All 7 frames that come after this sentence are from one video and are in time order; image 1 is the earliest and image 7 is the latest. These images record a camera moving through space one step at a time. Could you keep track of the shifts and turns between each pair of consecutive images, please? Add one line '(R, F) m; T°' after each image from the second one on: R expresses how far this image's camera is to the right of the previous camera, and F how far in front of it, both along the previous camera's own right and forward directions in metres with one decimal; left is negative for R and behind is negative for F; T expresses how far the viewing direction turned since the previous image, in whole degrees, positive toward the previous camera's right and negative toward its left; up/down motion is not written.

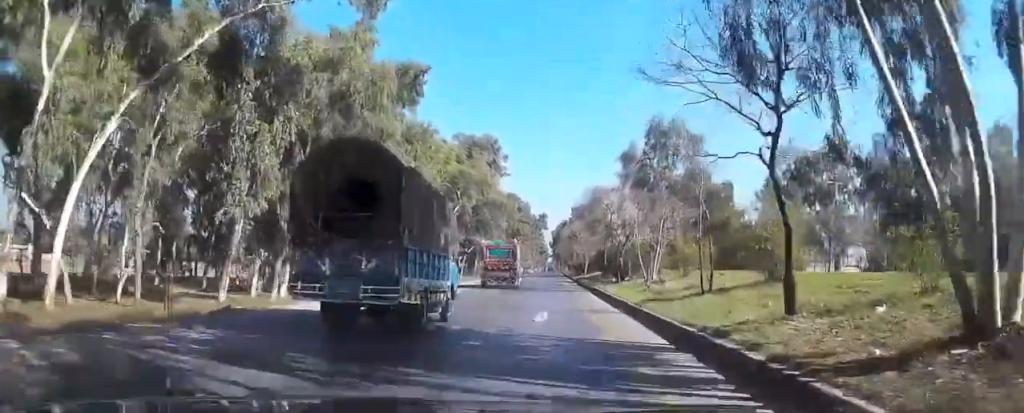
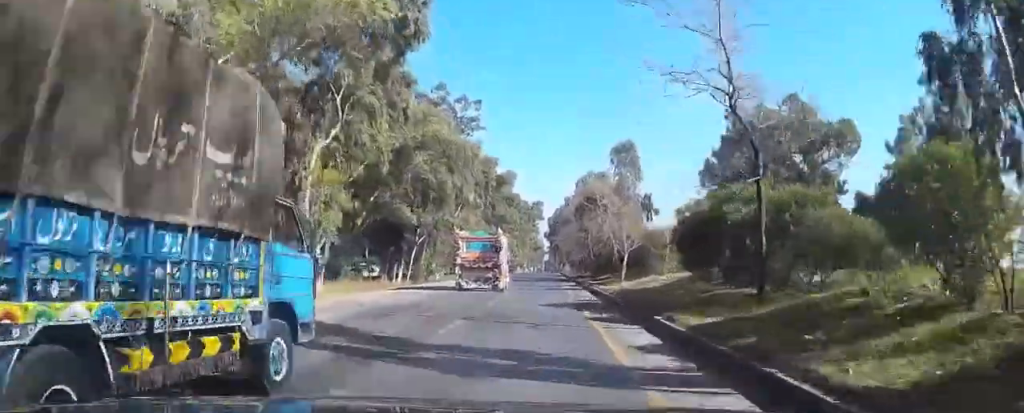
(+0.3, +44.0) m; 0°
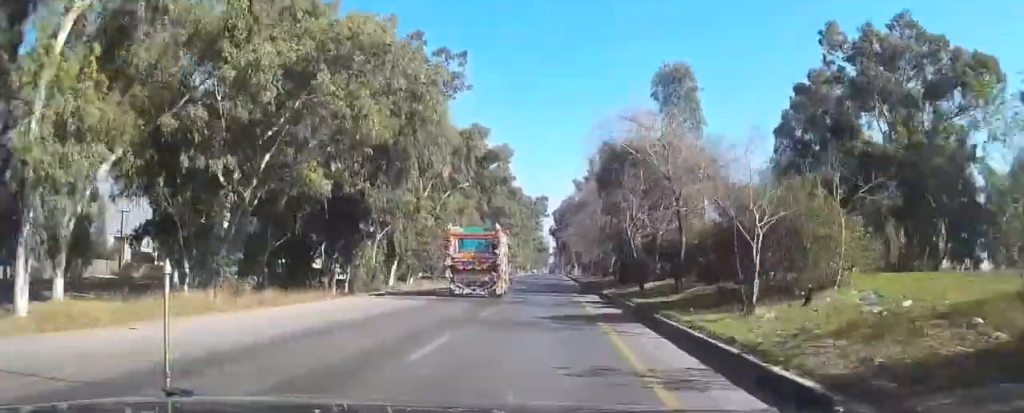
(0.0, +21.0) m; 0°
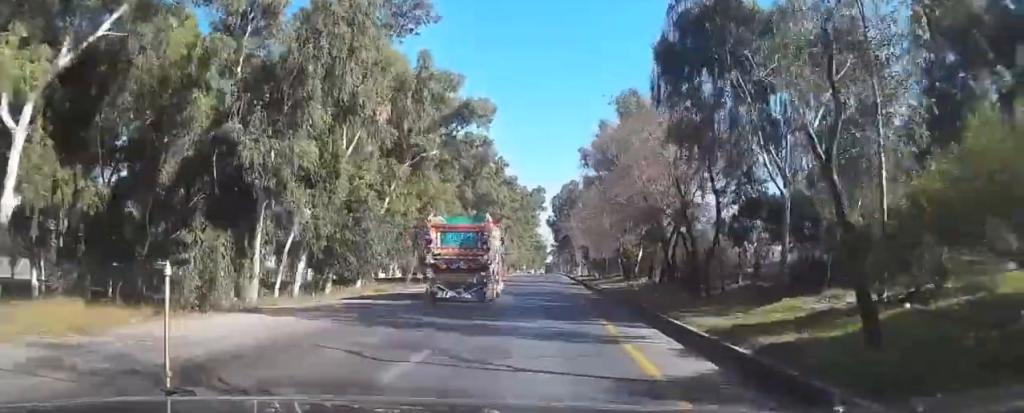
(+0.1, +19.9) m; 0°
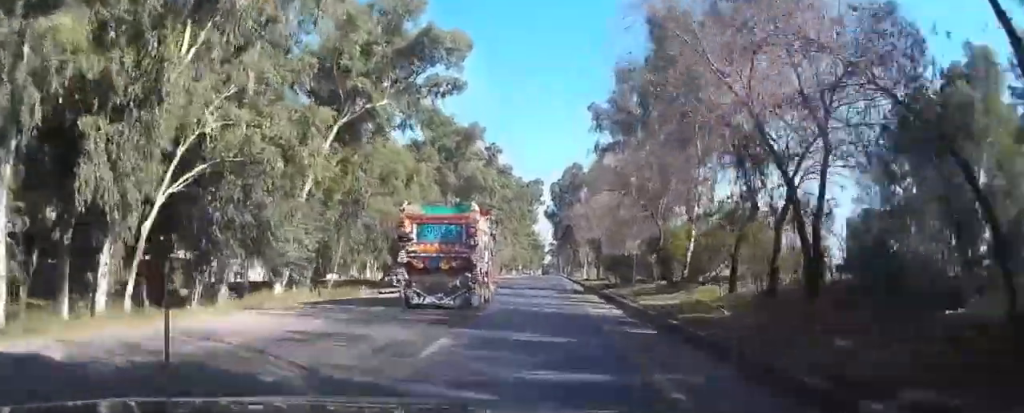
(0.0, +16.3) m; 0°
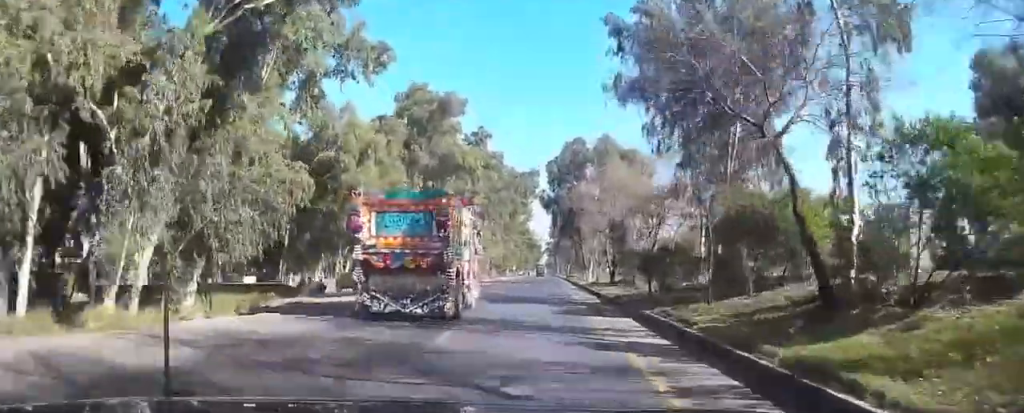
(-0.1, +15.8) m; 0°
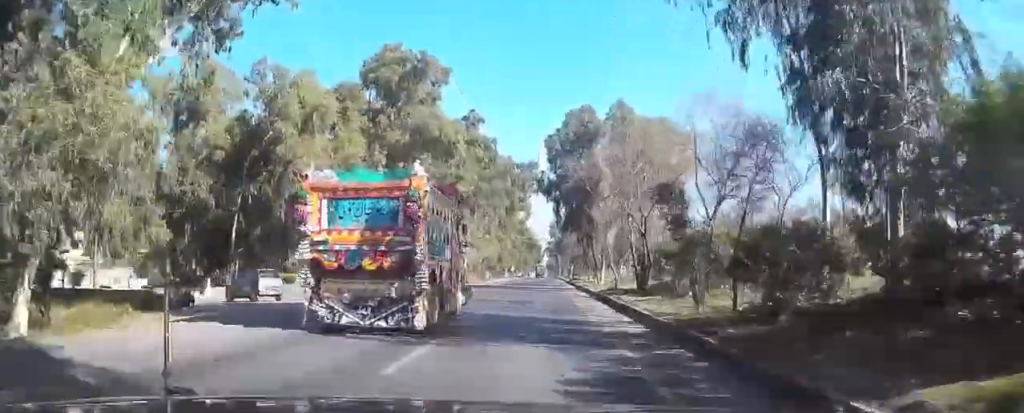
(+0.1, +12.9) m; 0°
